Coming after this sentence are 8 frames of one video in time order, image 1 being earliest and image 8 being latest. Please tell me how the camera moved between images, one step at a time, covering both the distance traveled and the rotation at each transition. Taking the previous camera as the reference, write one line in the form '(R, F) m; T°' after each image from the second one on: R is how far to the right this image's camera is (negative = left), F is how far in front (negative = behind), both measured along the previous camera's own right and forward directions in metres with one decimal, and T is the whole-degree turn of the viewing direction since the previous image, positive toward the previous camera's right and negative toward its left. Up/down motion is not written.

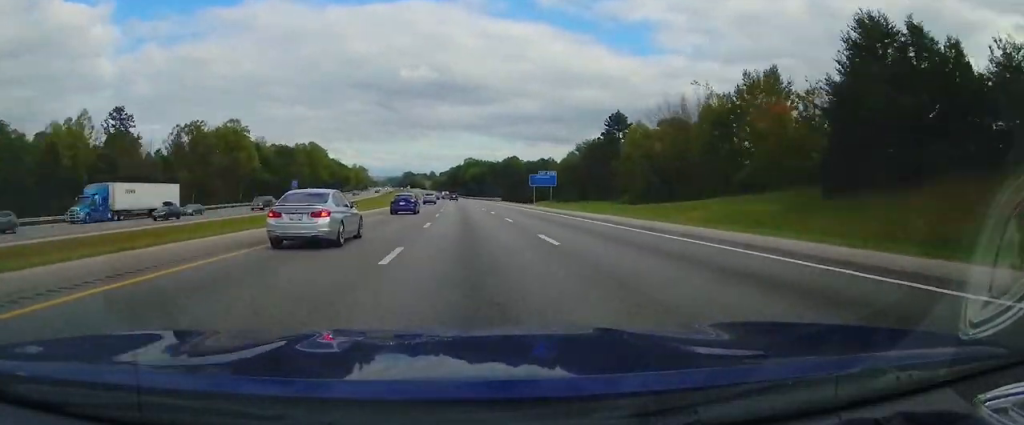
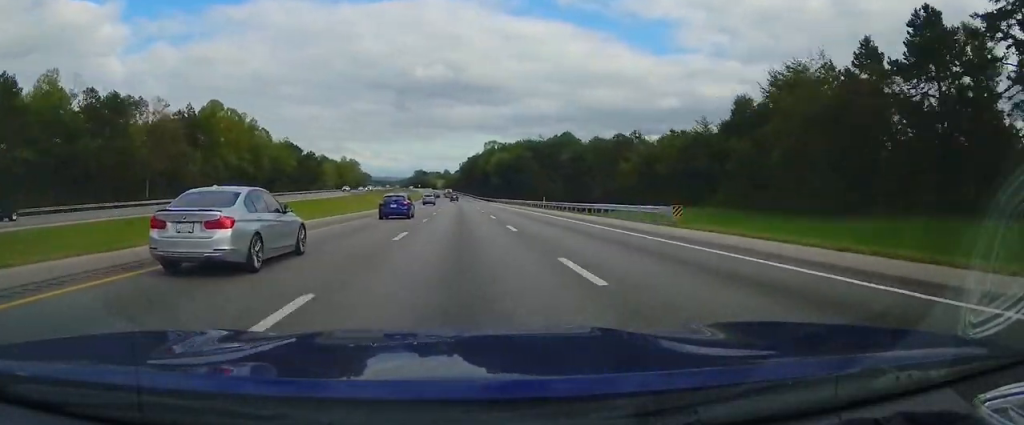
(-0.7, +82.9) m; -1°
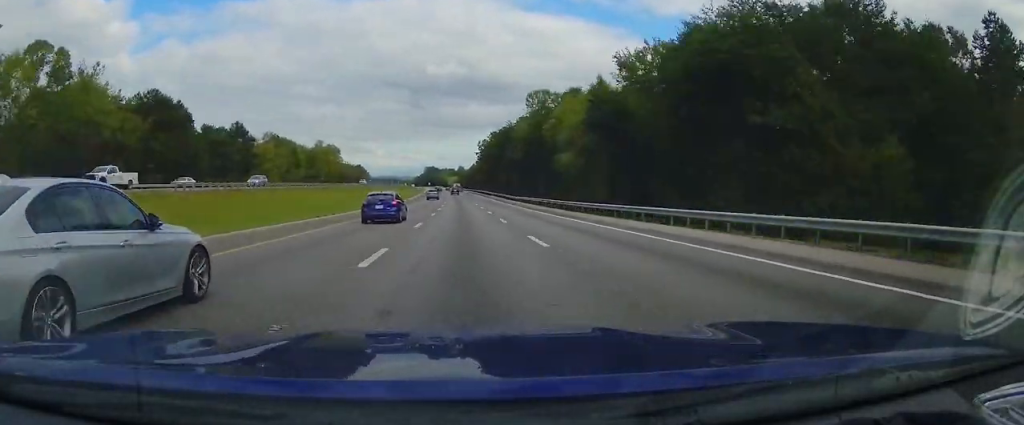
(-1.6, +85.2) m; -1°
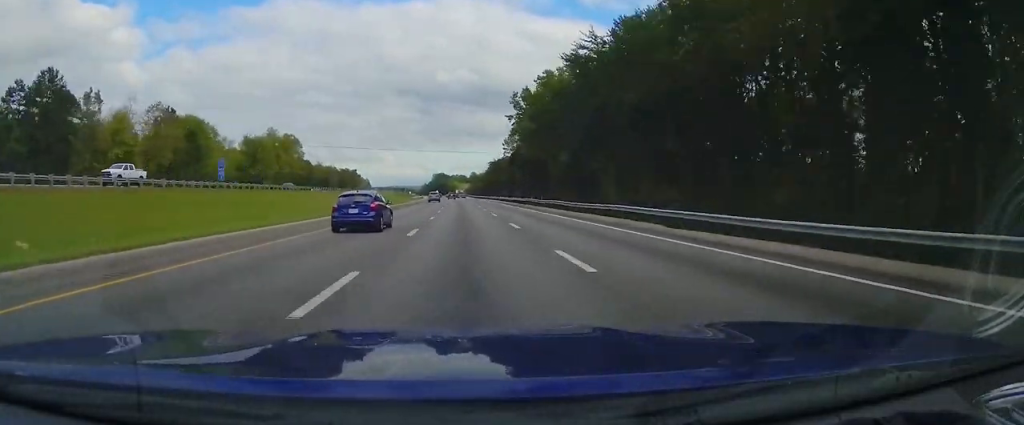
(-0.7, +73.0) m; -1°
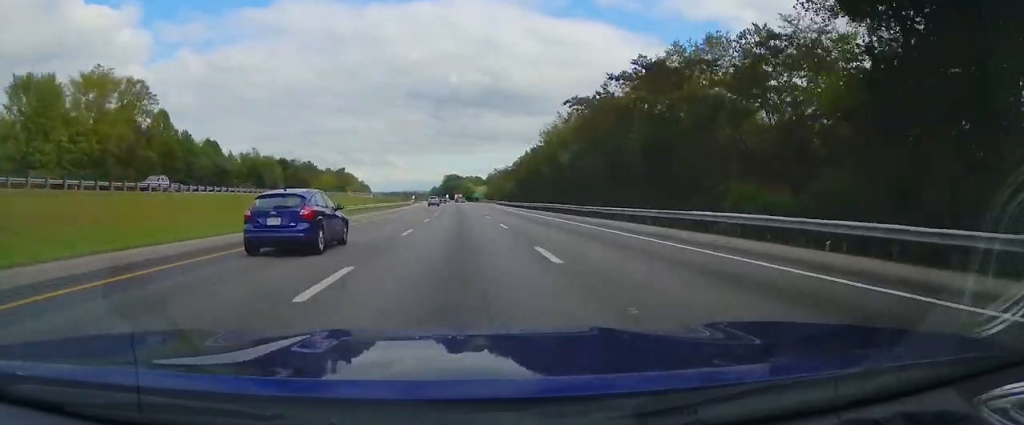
(0.0, +92.1) m; -1°
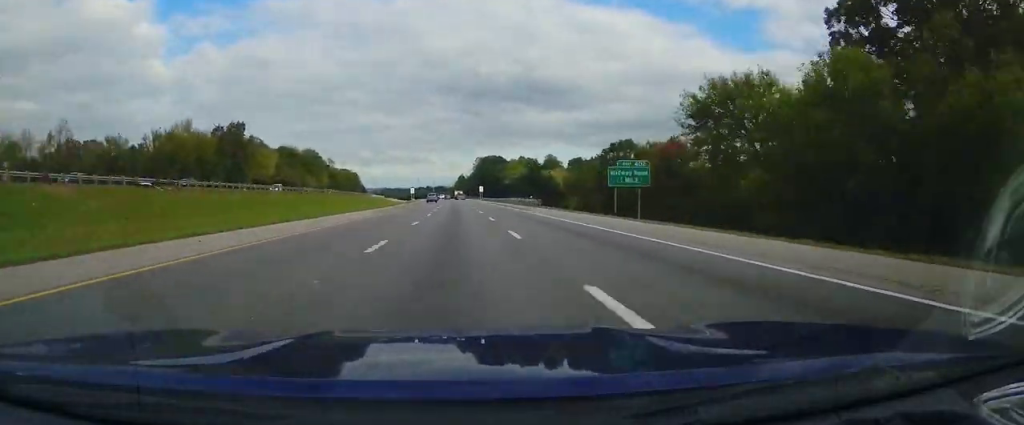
(-9.0, +205.4) m; -4°
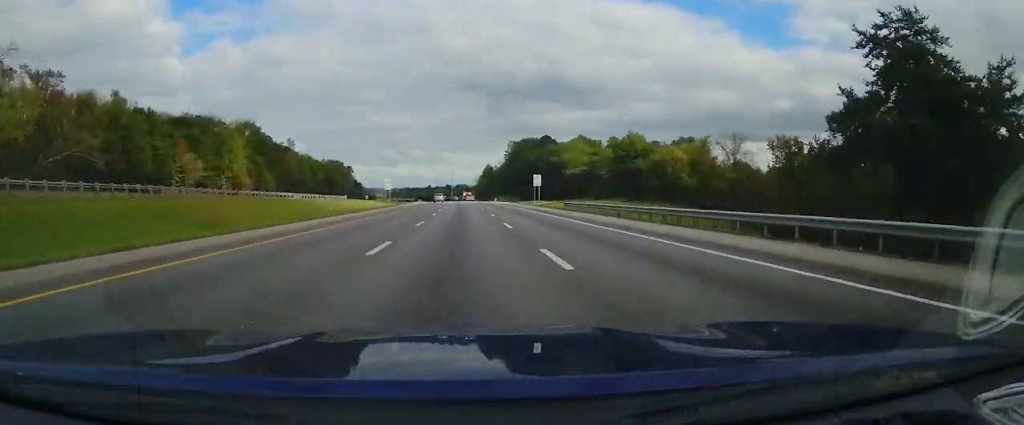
(-1.7, +107.9) m; -1°
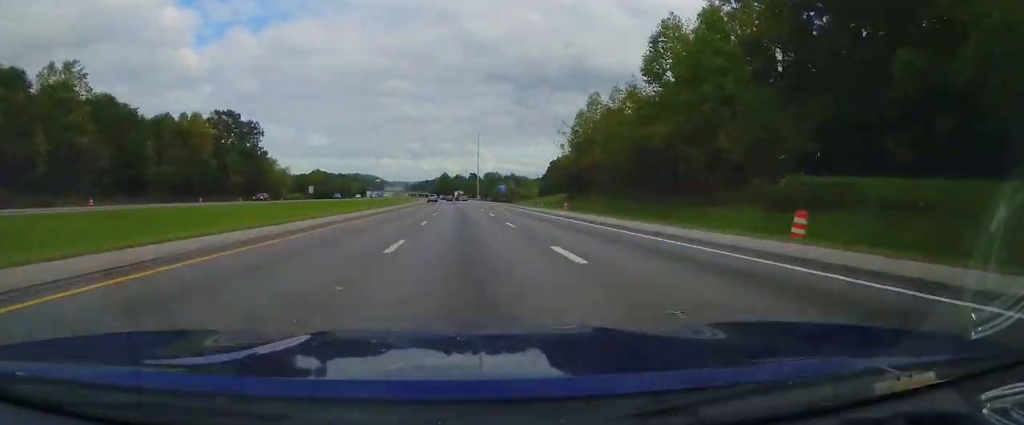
(-4.5, +202.0) m; -3°
